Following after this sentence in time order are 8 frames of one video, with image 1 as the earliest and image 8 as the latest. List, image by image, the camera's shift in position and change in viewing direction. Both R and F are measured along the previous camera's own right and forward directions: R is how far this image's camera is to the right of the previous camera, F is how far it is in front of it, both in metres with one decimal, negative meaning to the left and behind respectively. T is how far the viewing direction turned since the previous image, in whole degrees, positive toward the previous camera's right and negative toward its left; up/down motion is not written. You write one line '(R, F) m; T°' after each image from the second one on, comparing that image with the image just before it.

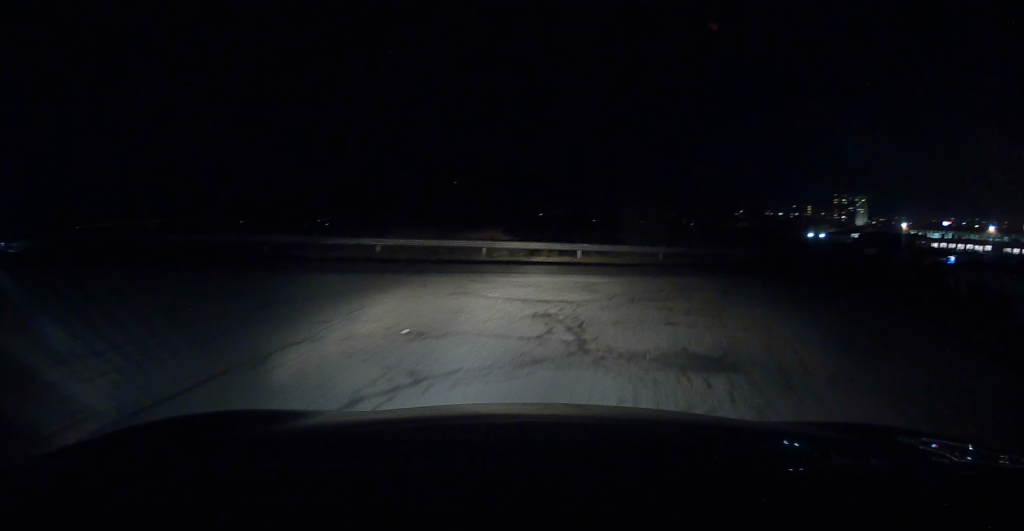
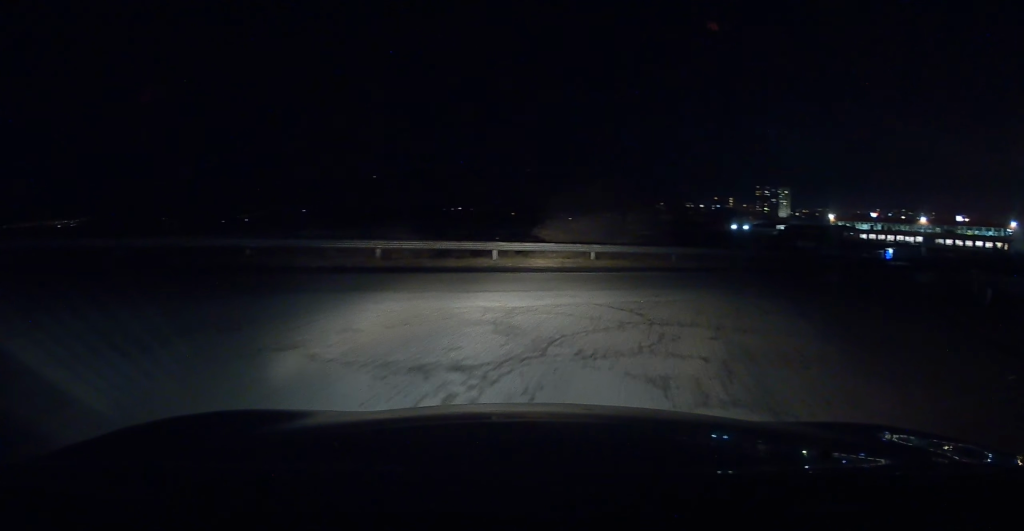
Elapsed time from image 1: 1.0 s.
(+0.3, +5.0) m; +9°
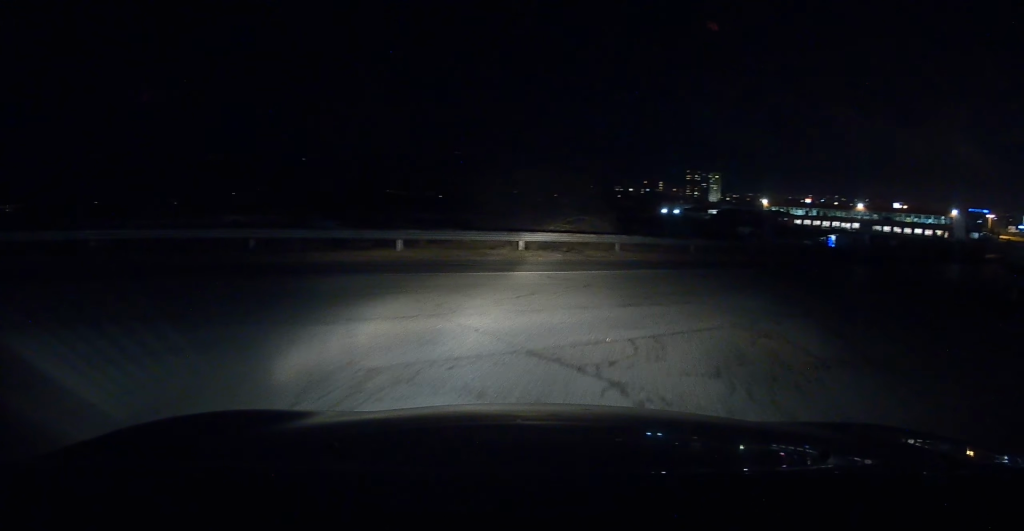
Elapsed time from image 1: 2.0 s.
(+0.4, +4.4) m; +9°
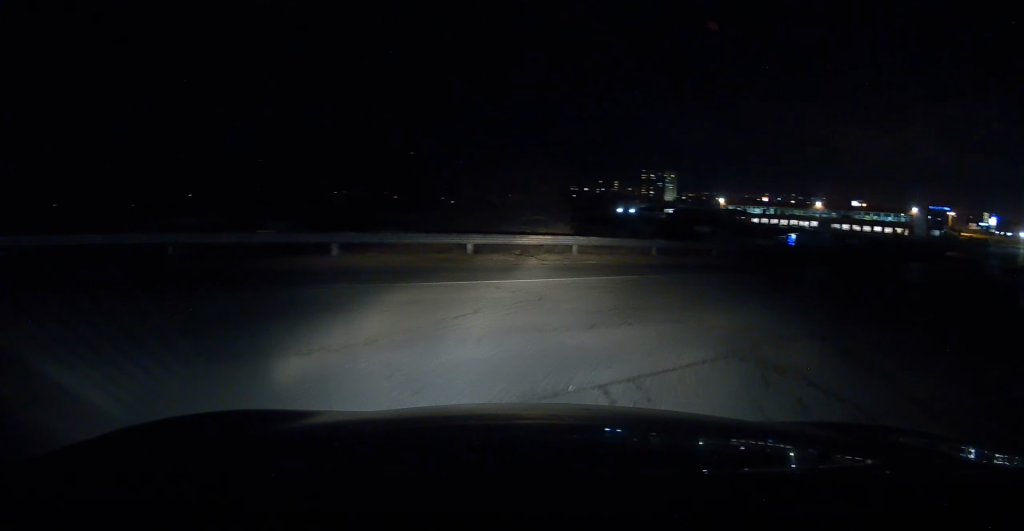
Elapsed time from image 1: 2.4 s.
(+0.1, +1.9) m; +4°
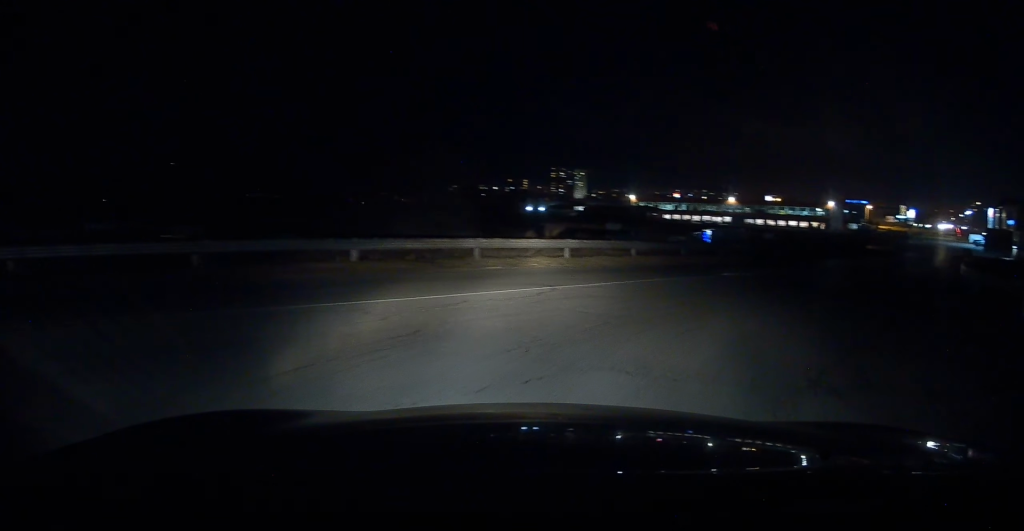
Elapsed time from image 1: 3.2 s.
(+0.1, +2.7) m; +6°
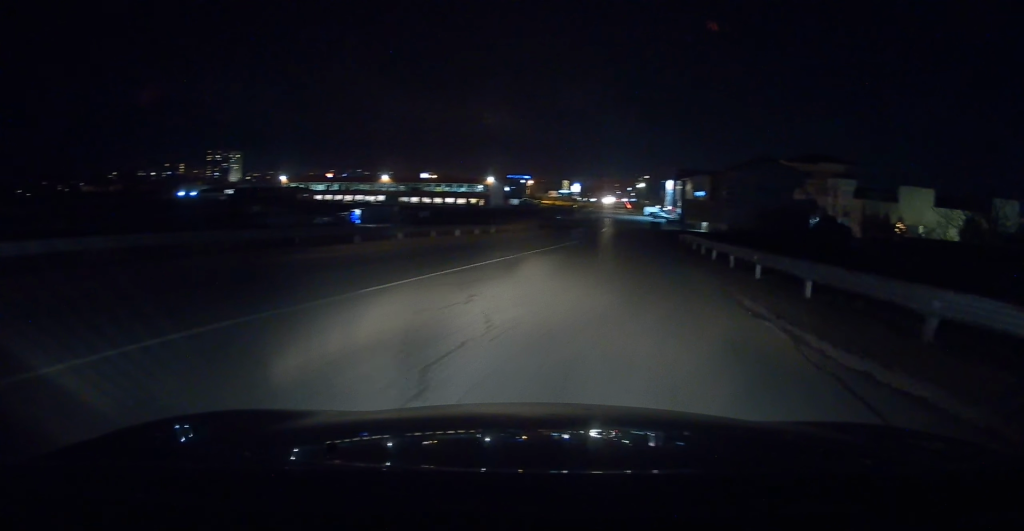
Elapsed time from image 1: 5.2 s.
(+1.4, +7.5) m; +27°
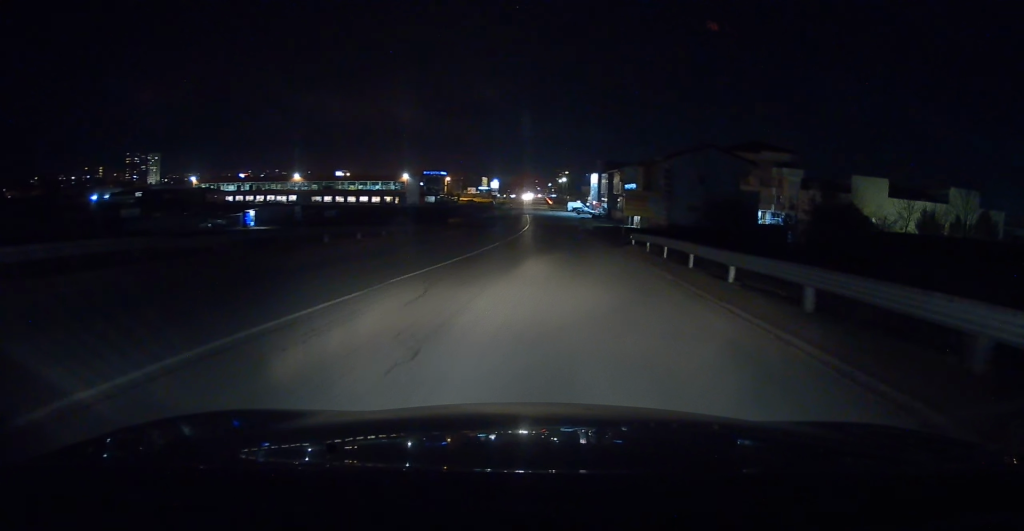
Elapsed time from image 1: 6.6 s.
(+1.3, +7.2) m; +10°
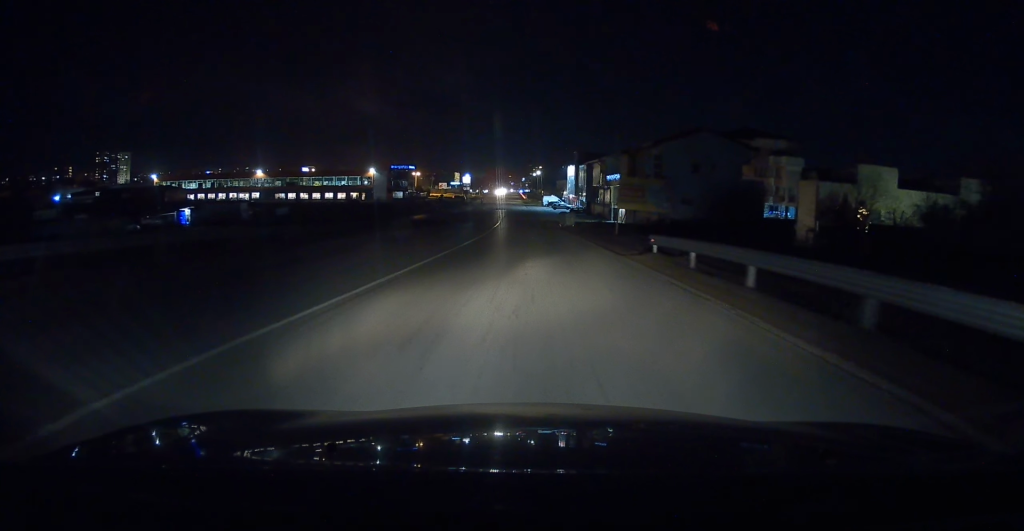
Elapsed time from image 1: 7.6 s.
(-0.3, +8.2) m; -1°
